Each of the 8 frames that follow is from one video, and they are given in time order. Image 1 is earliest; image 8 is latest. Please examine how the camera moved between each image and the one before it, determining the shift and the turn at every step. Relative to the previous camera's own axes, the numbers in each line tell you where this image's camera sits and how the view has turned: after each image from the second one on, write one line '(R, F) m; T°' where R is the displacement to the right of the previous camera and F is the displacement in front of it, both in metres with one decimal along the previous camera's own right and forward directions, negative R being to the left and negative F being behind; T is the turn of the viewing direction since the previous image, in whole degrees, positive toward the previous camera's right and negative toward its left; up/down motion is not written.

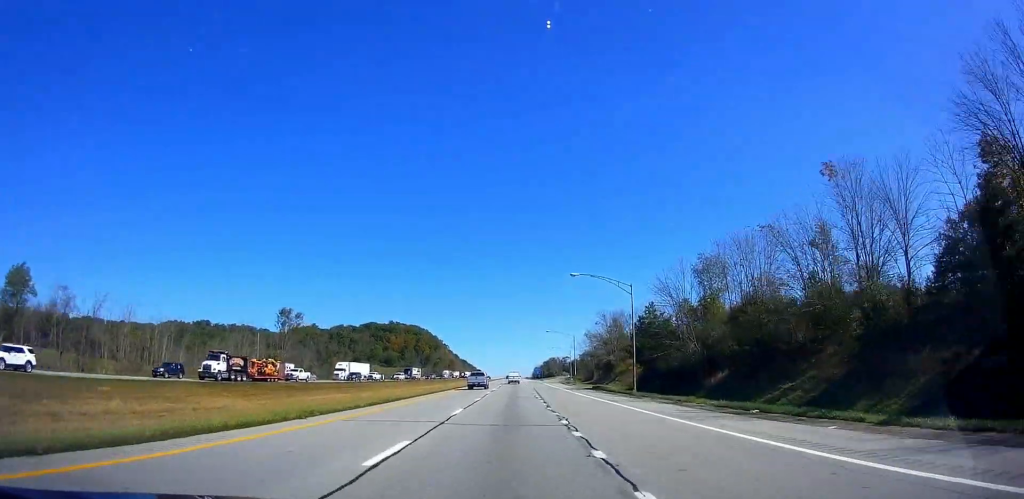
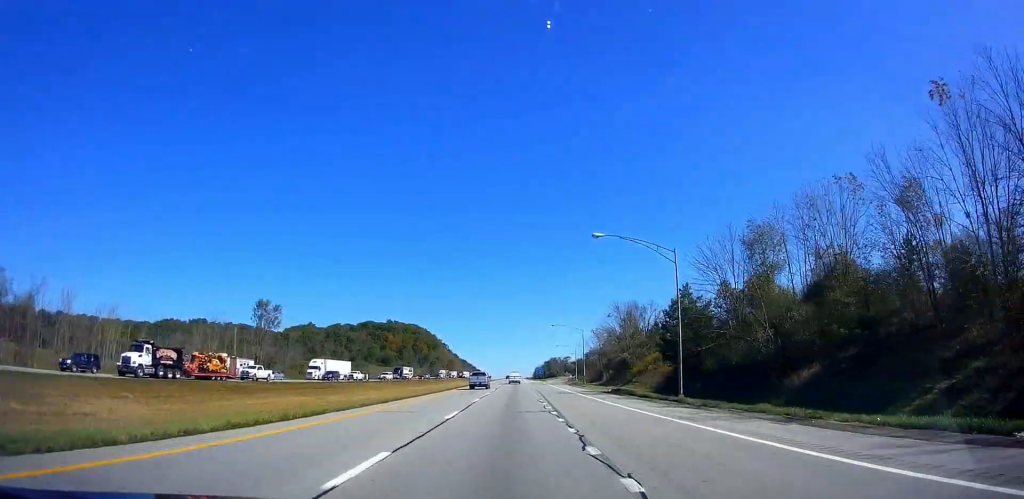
(-0.1, +12.9) m; 0°
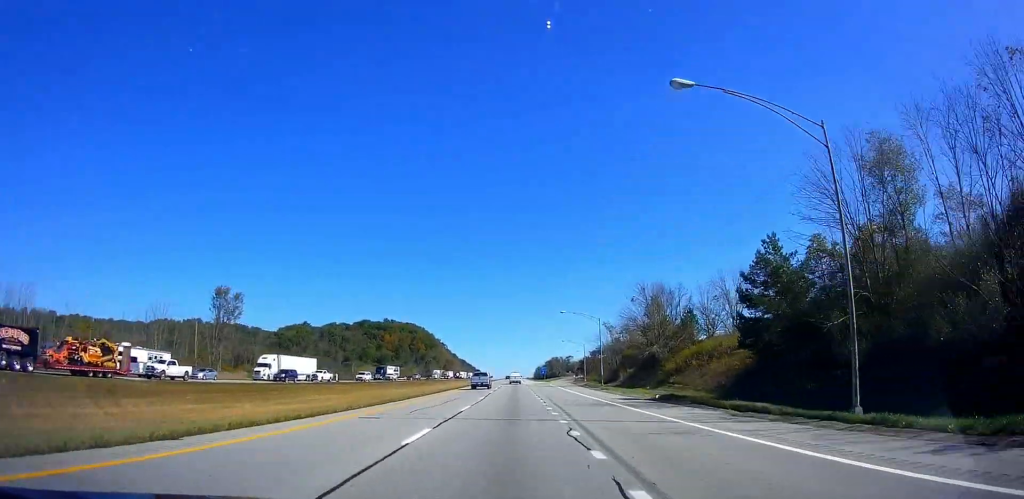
(-0.4, +19.3) m; 0°
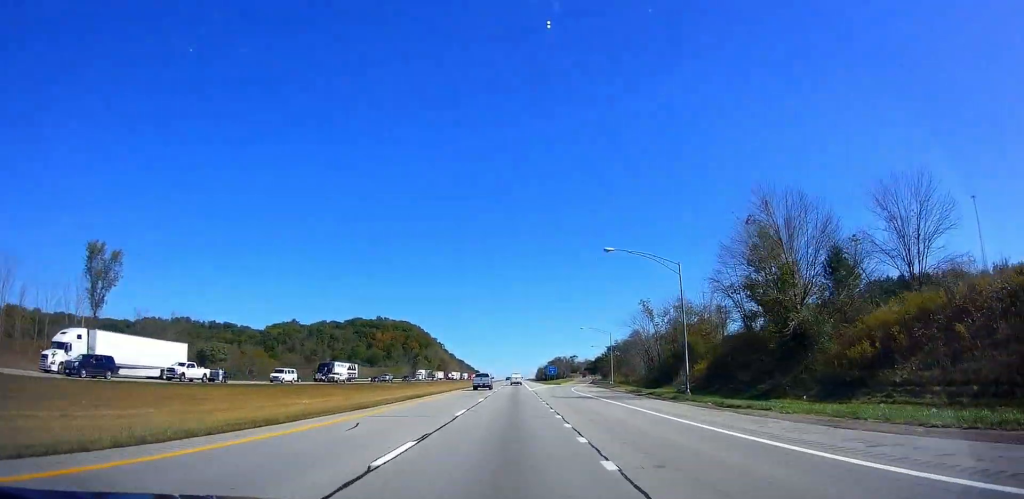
(+0.7, +38.6) m; 0°
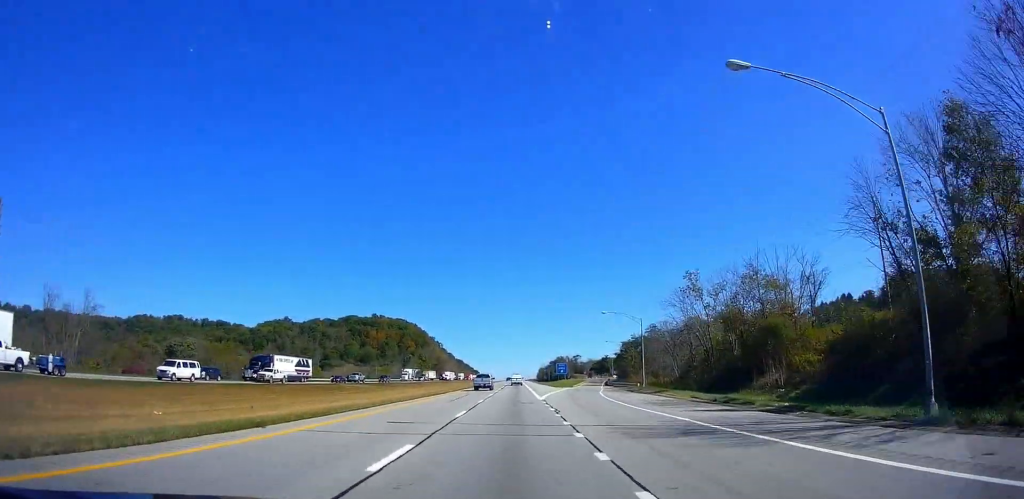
(-0.8, +24.6) m; 0°
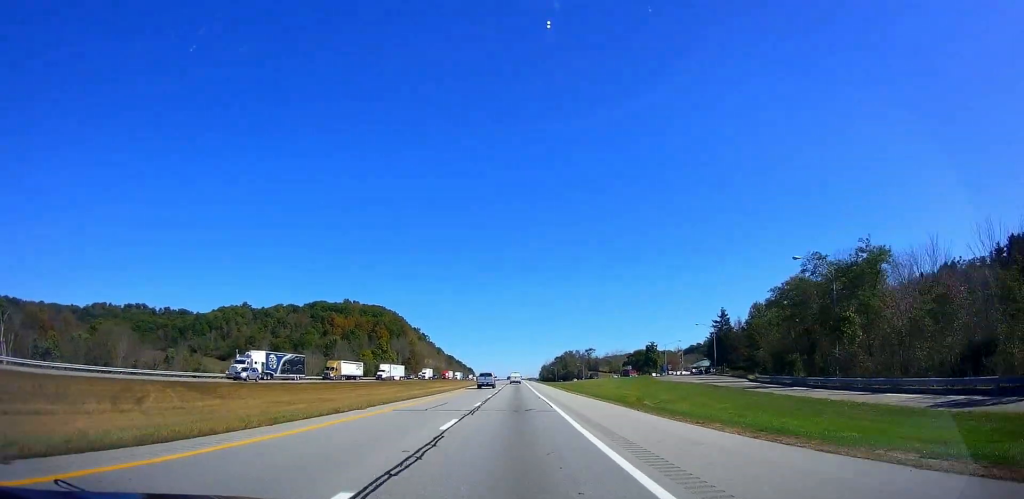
(-0.4, +100.1) m; 0°
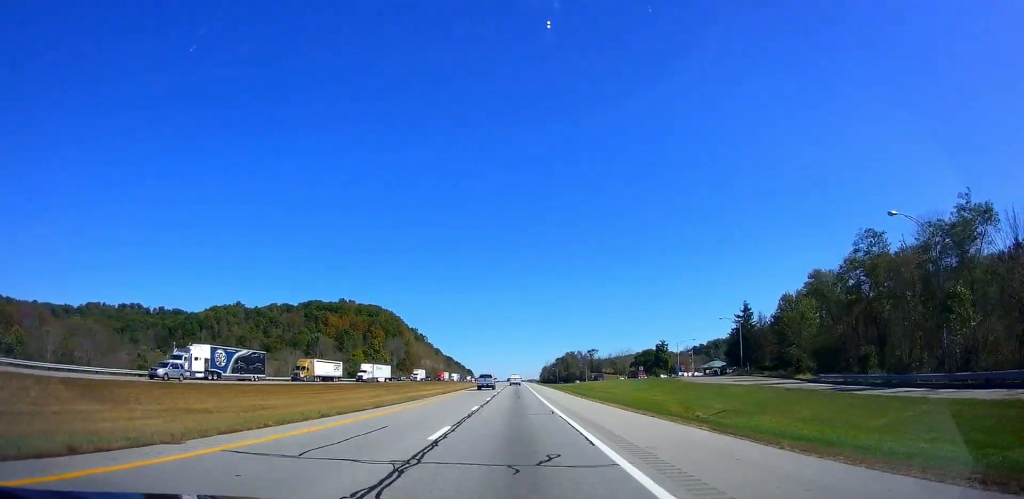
(+0.3, +14.0) m; 0°
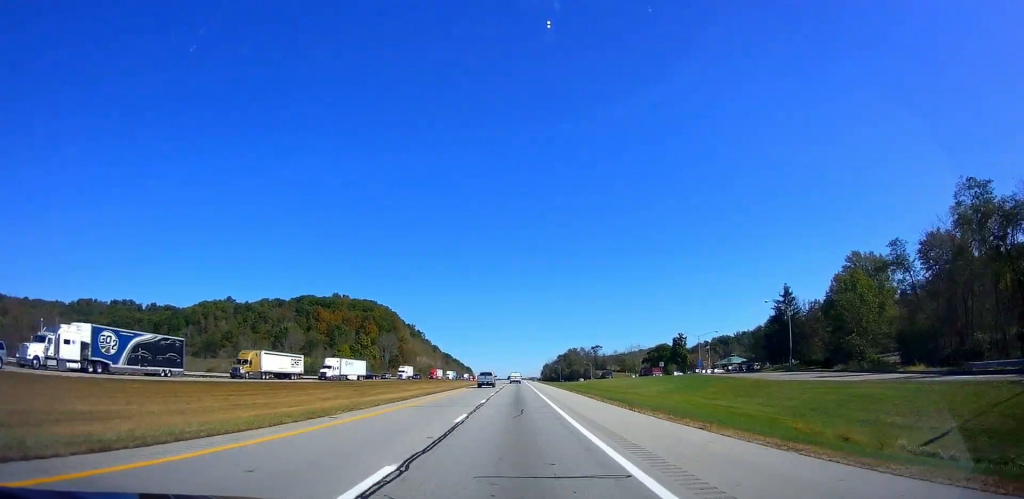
(+0.6, +19.3) m; 0°
